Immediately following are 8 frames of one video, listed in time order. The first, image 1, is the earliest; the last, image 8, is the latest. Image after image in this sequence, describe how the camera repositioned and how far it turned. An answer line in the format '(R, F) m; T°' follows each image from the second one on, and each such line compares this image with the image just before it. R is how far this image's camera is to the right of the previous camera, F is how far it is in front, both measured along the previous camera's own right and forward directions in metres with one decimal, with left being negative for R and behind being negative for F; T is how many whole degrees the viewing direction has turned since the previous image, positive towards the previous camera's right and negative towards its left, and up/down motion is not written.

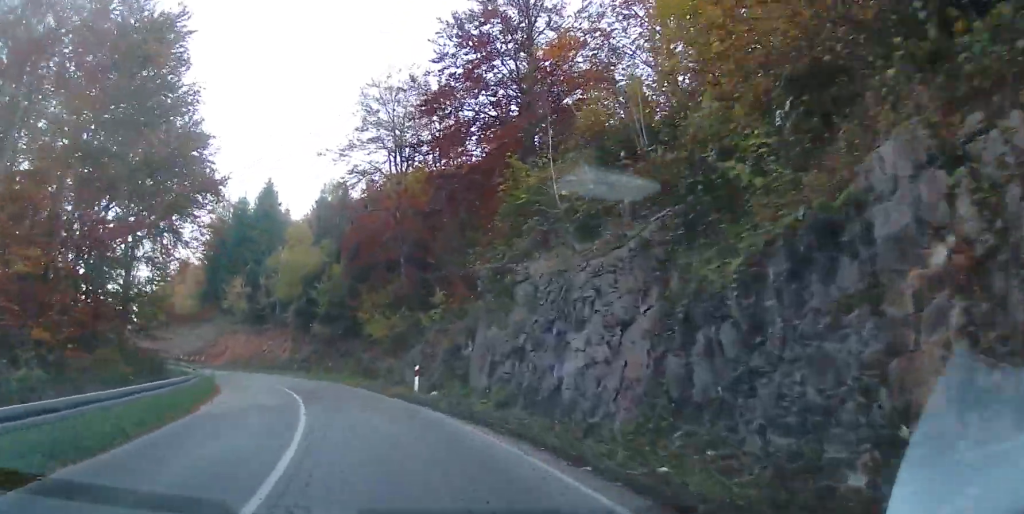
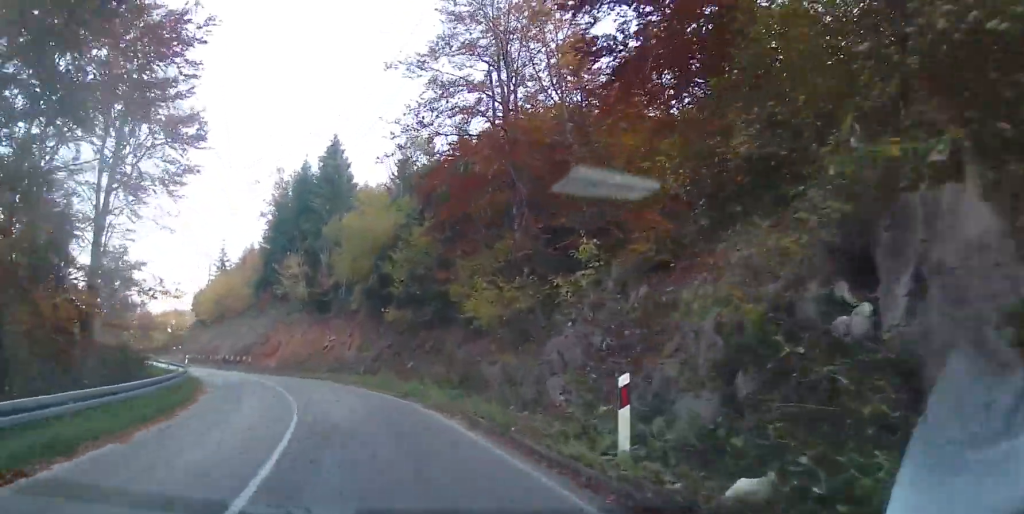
(0.0, +14.3) m; -2°
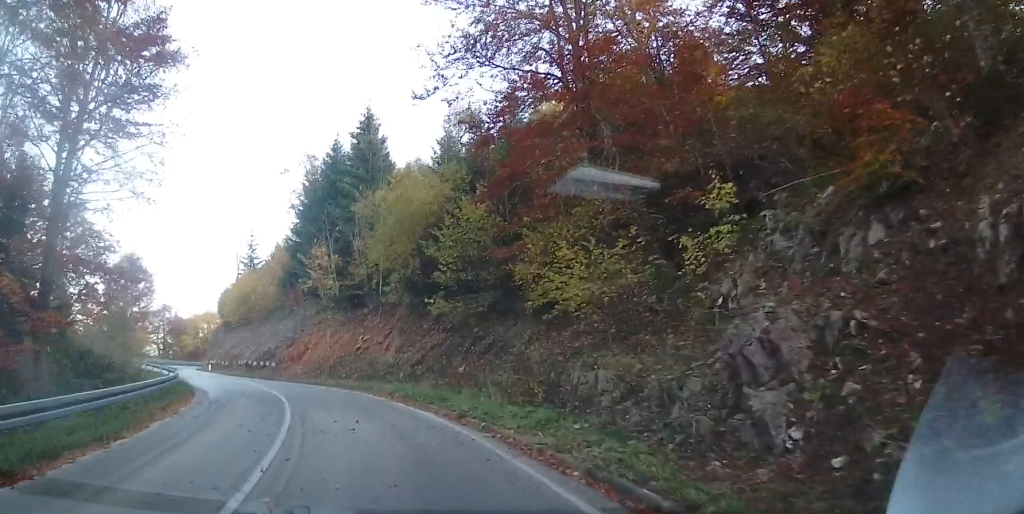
(+0.2, +6.7) m; -6°
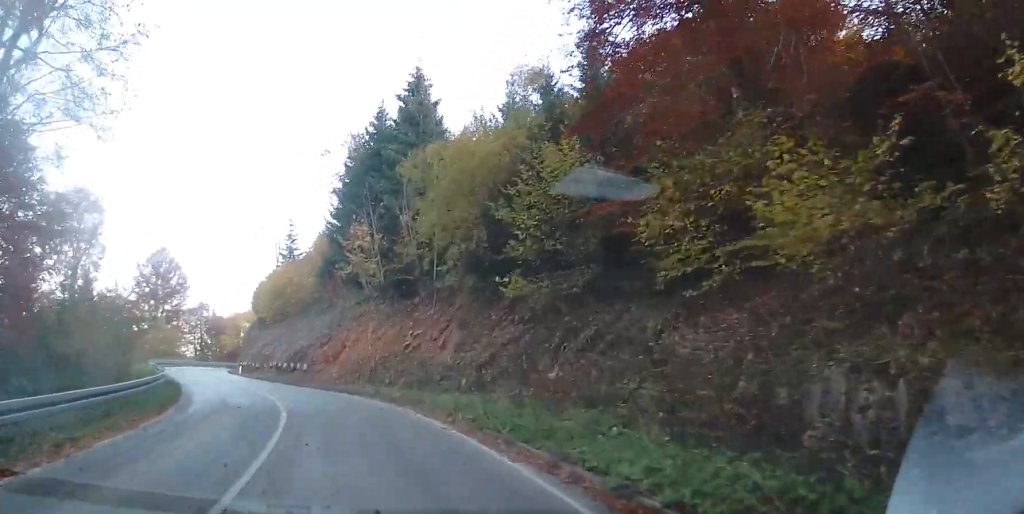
(-0.3, +7.3) m; -8°
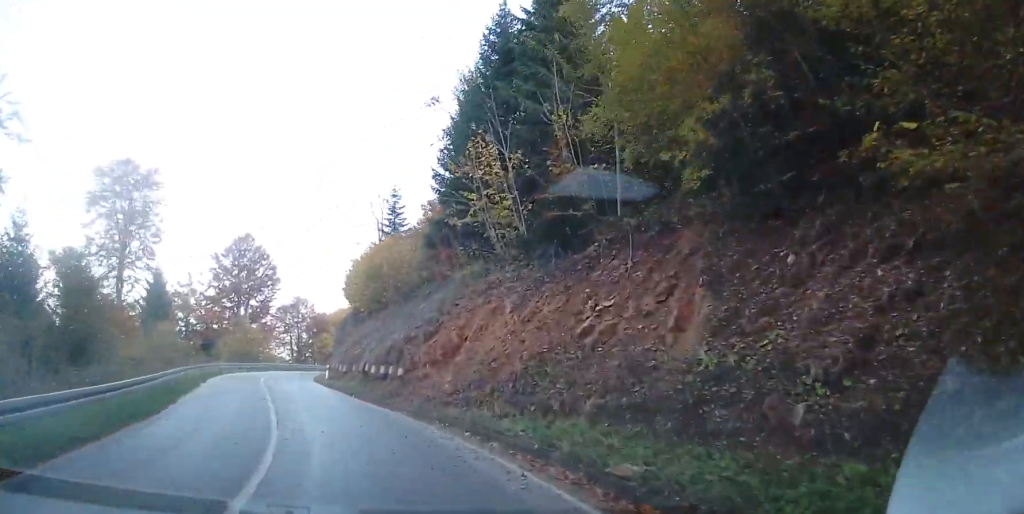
(-2.3, +13.1) m; -14°
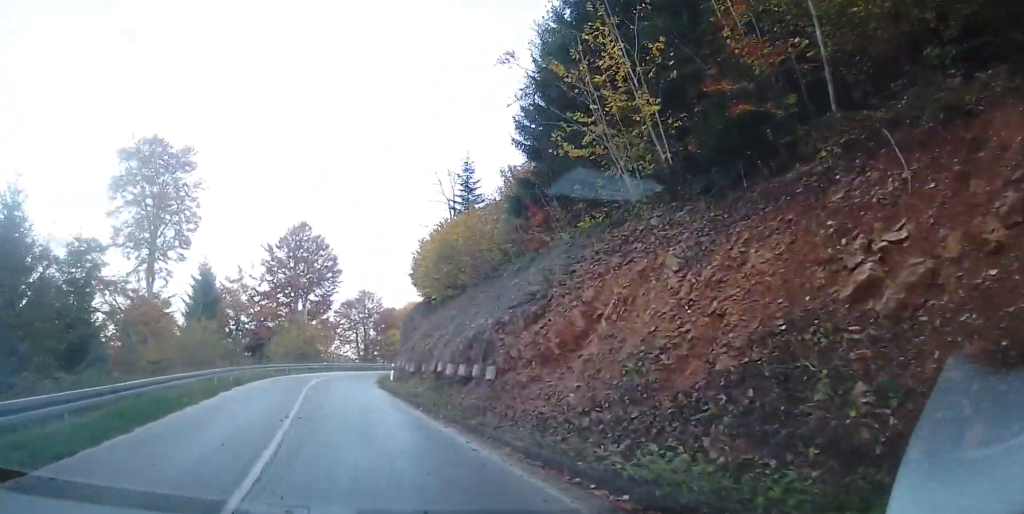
(0.0, +7.1) m; -6°
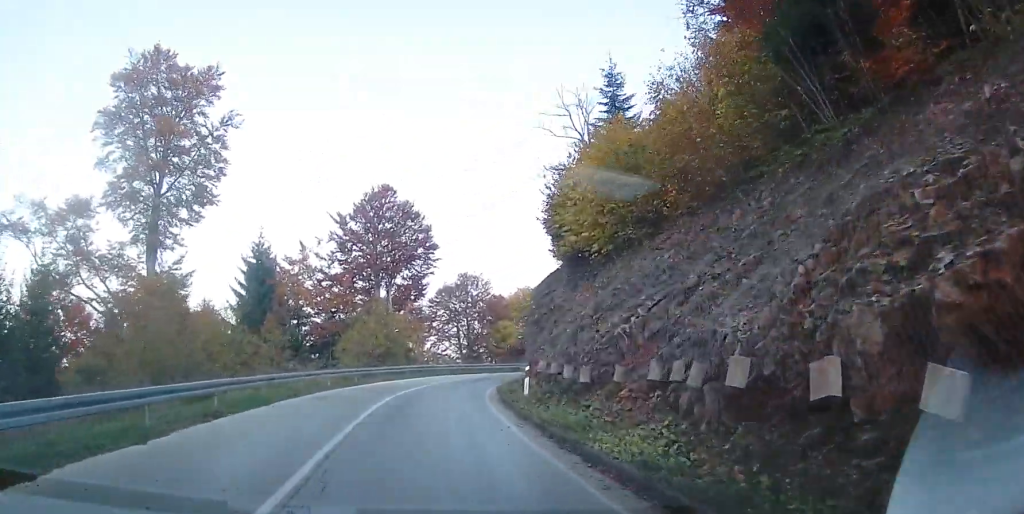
(-1.8, +14.3) m; -9°
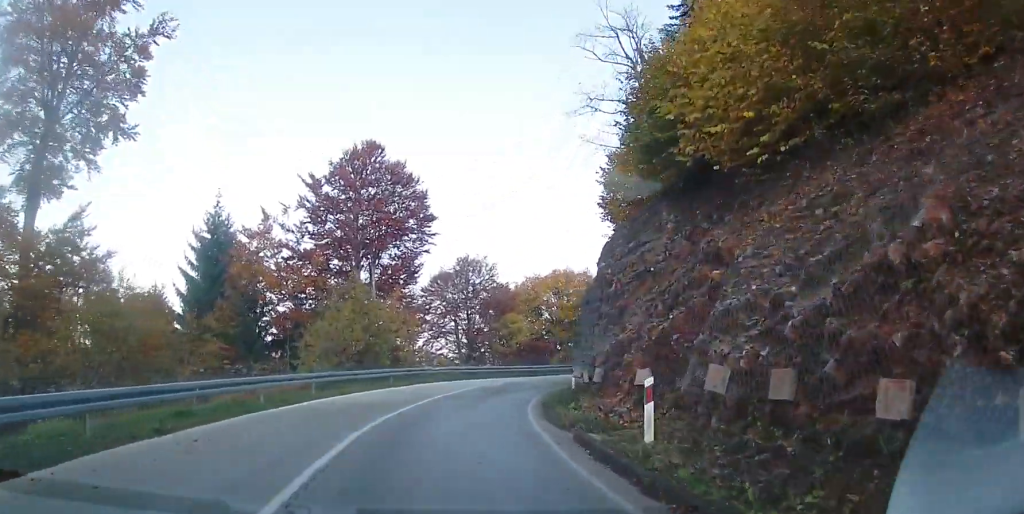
(-0.1, +10.2) m; +5°
